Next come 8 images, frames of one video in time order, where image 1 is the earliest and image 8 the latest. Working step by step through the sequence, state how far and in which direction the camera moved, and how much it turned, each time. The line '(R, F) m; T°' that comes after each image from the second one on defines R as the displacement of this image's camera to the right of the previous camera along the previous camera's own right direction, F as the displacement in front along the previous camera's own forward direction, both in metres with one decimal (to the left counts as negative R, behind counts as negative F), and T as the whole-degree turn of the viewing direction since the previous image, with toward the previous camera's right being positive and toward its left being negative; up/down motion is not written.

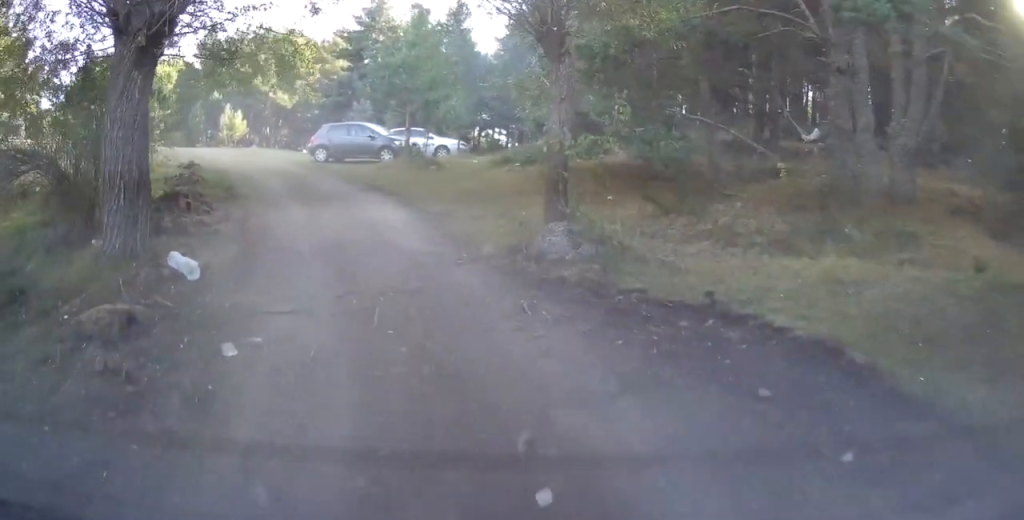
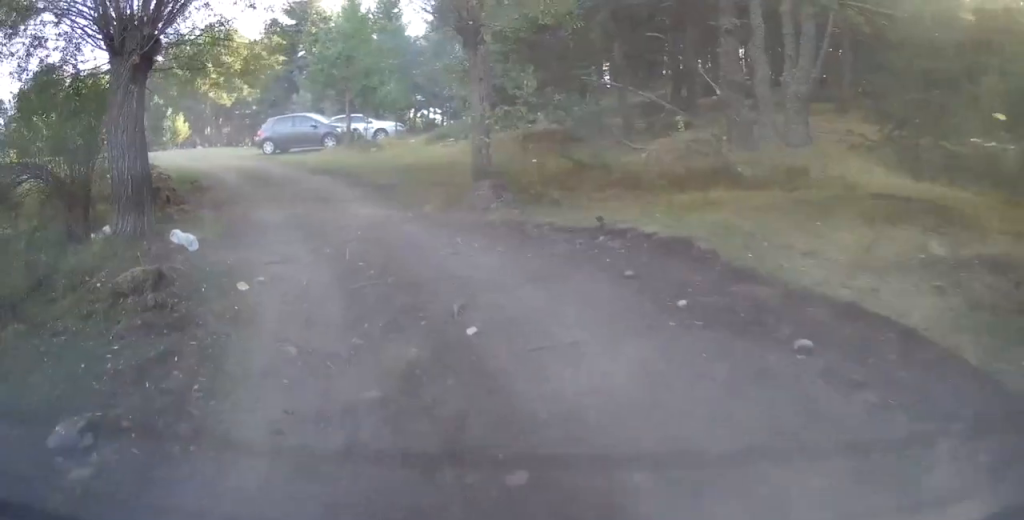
(-0.1, +1.6) m; +4°
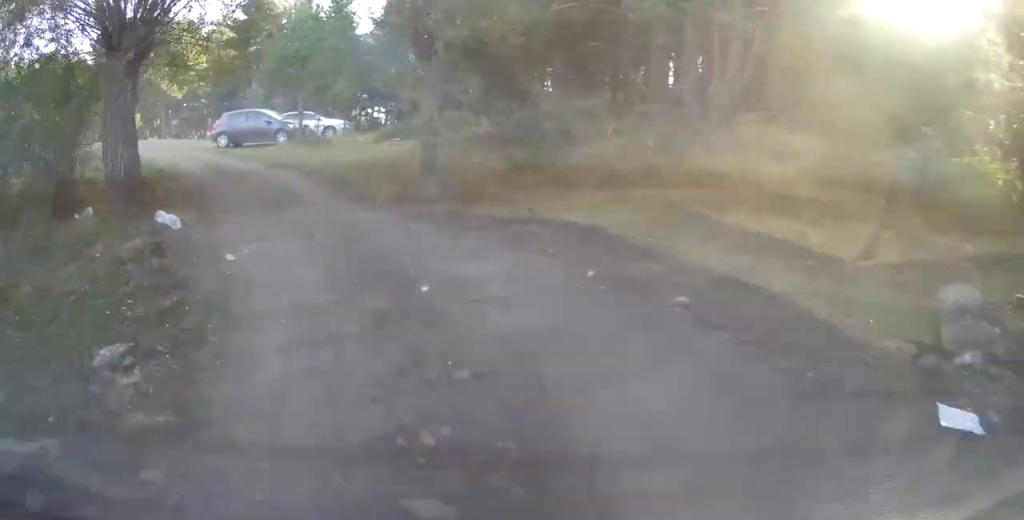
(+0.1, +1.2) m; +5°
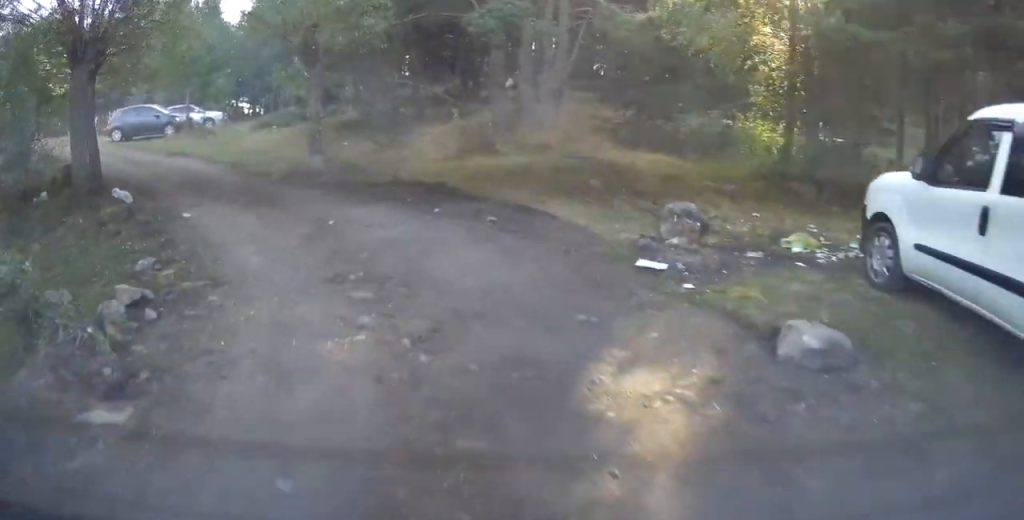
(+0.4, +2.9) m; +11°
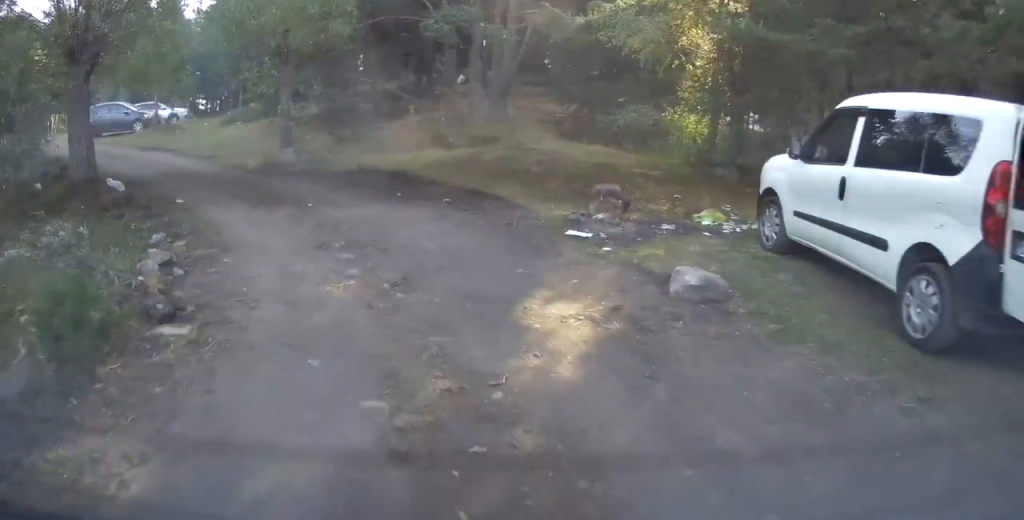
(+0.1, +1.3) m; +2°
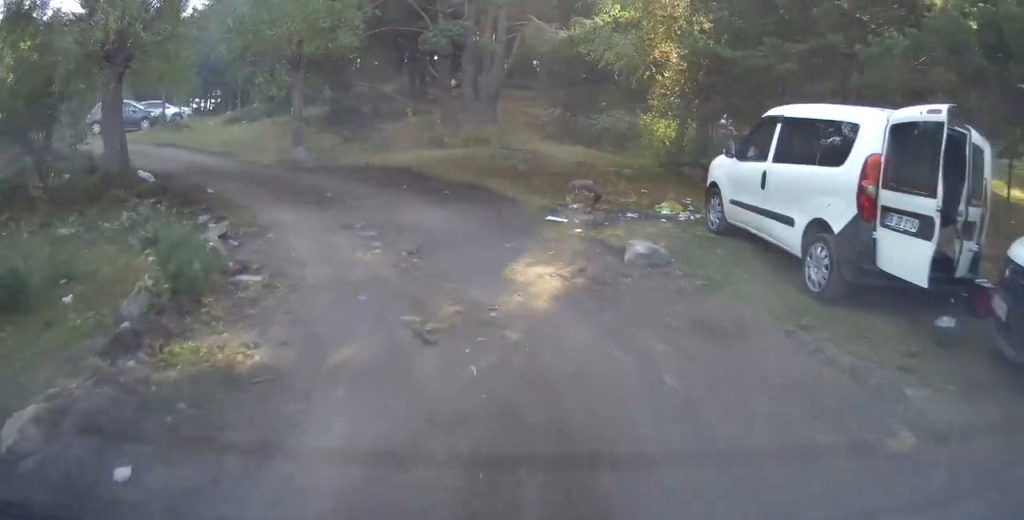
(0.0, +1.5) m; 0°
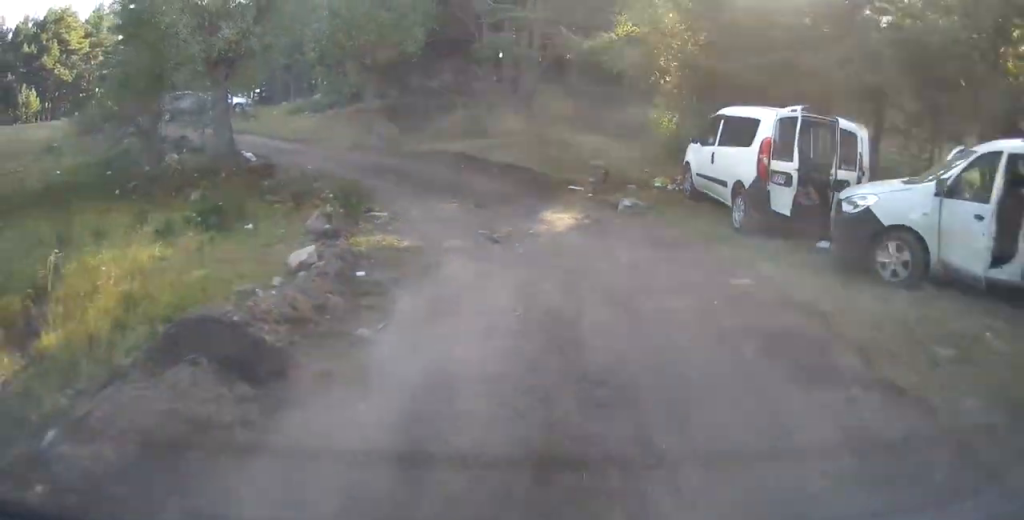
(-0.1, +3.2) m; -6°
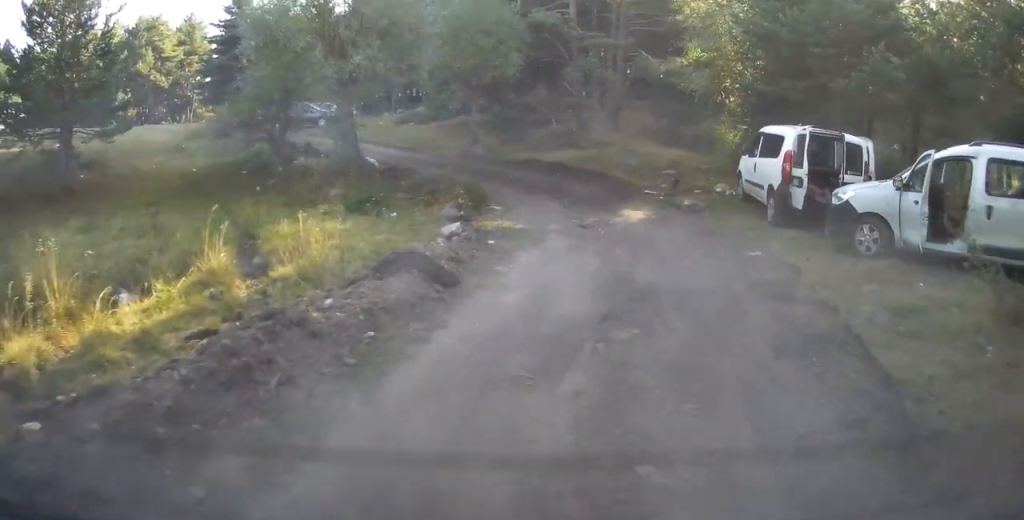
(-0.1, +2.6) m; -8°
